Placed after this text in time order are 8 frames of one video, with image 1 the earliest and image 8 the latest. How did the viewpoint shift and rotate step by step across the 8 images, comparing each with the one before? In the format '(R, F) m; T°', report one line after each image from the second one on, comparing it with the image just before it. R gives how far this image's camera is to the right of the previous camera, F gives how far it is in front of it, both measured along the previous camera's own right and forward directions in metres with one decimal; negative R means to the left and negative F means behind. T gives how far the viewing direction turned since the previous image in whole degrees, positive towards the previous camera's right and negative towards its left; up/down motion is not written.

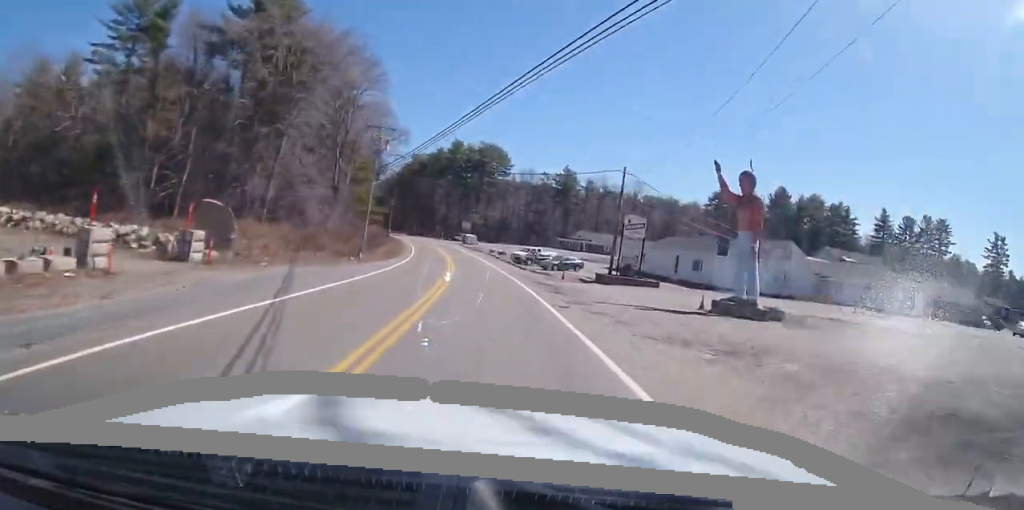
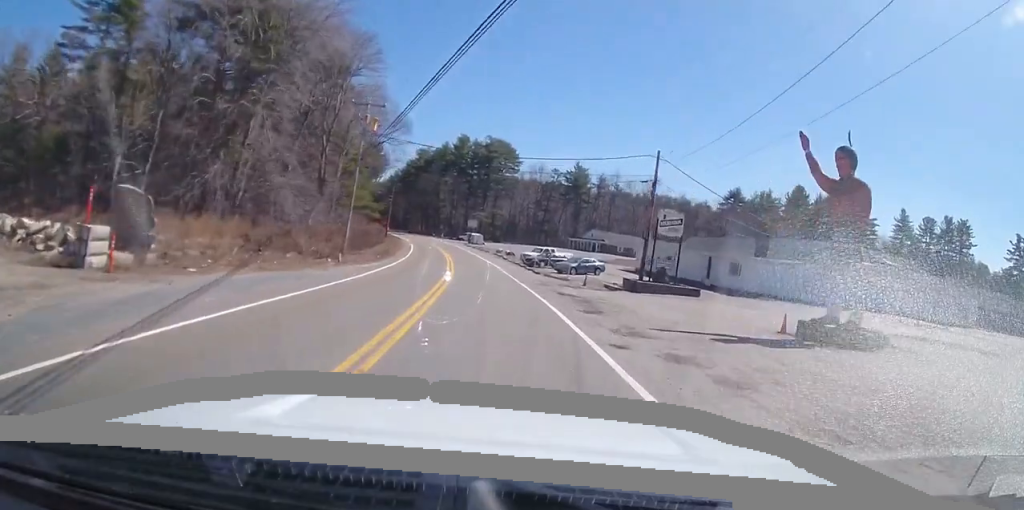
(+0.1, +8.1) m; -1°
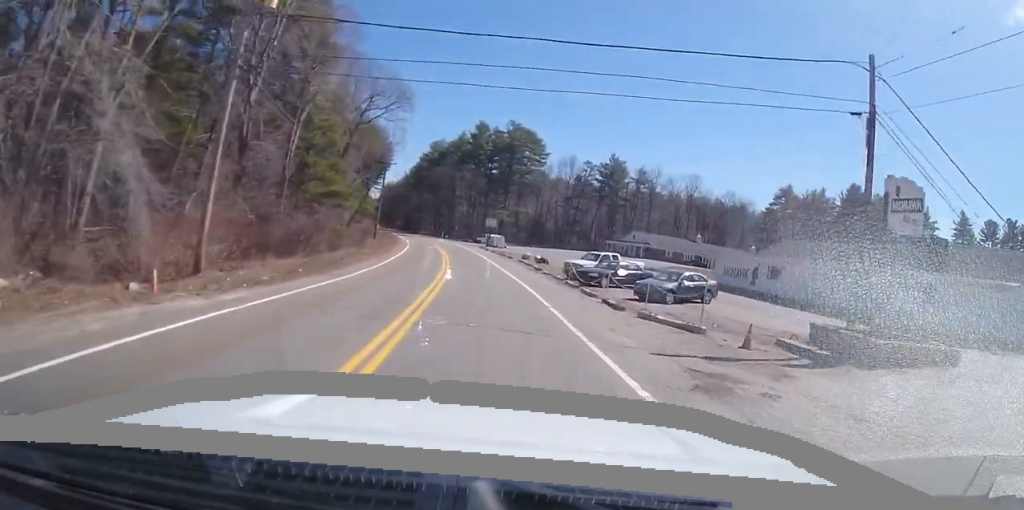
(-0.5, +22.4) m; -1°
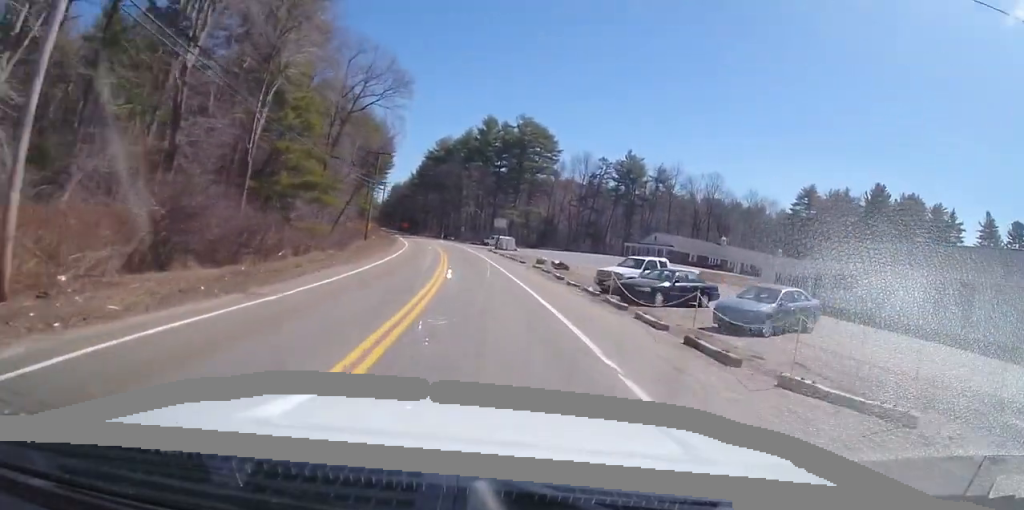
(+0.2, +9.0) m; -1°
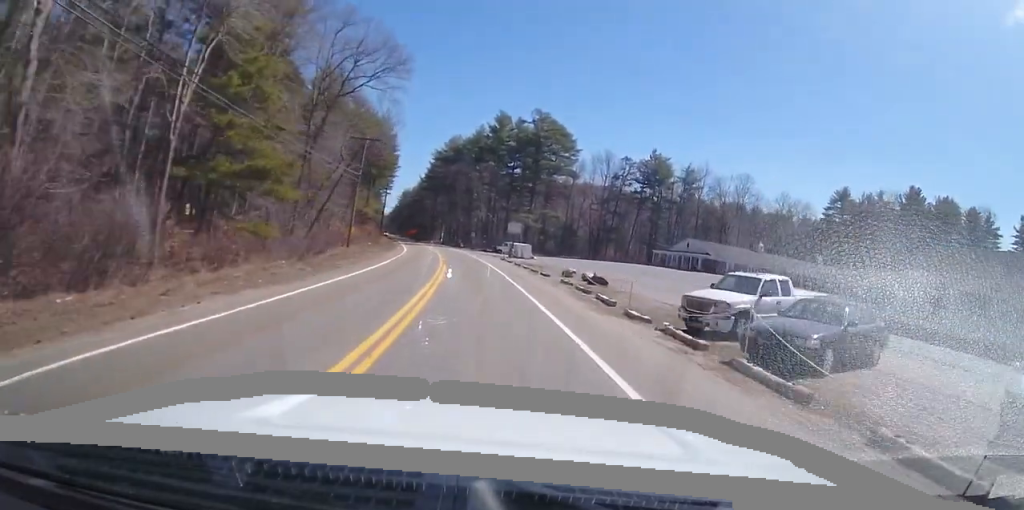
(0.0, +11.4) m; -2°
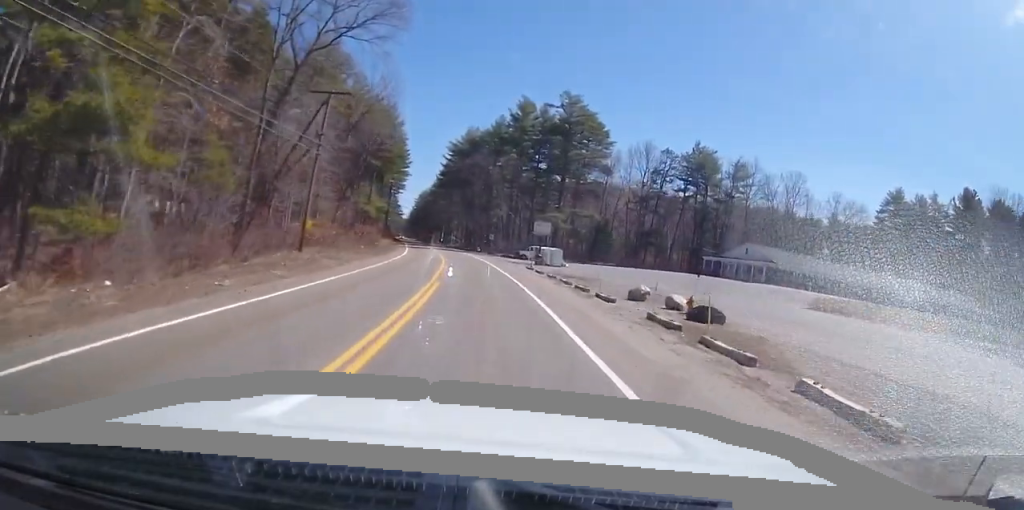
(-0.5, +15.3) m; -4°
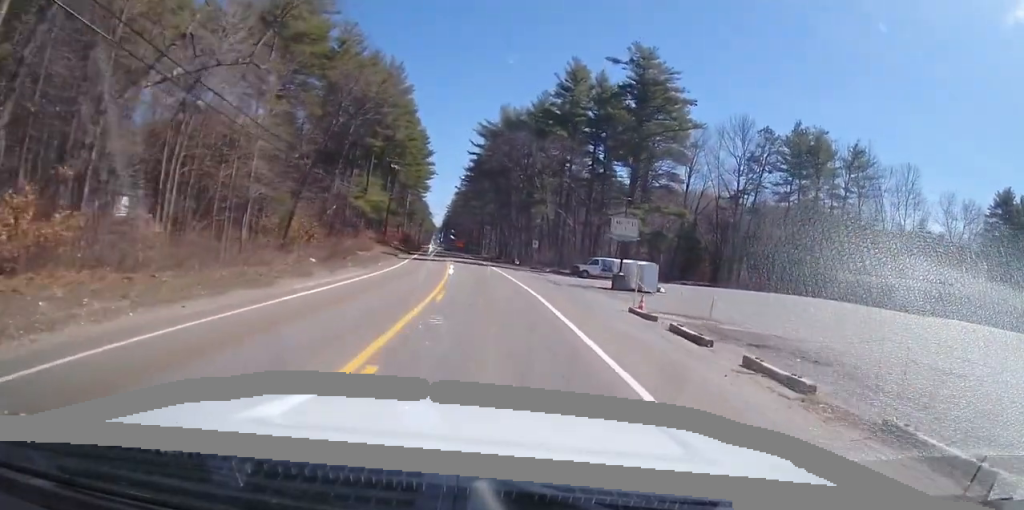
(-0.9, +26.9) m; -2°
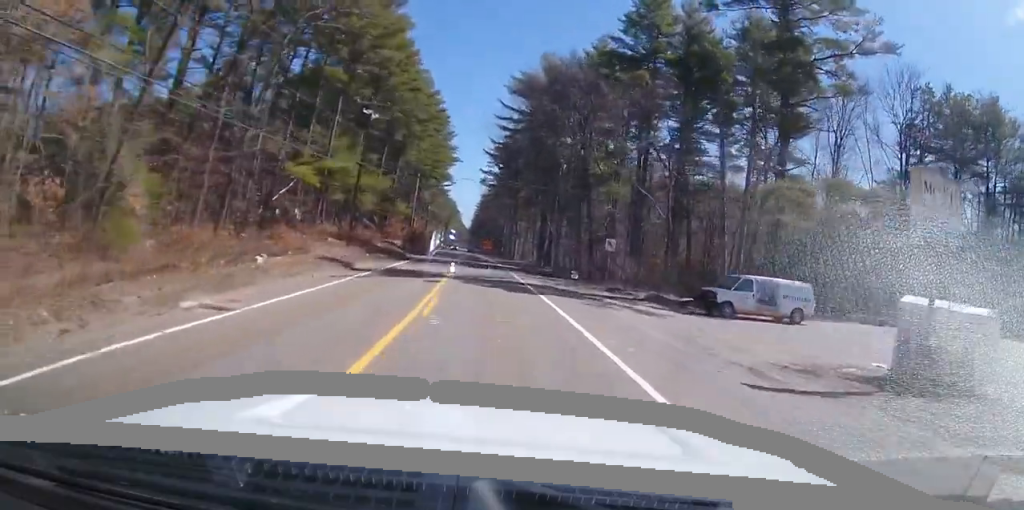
(-0.3, +27.5) m; -2°
